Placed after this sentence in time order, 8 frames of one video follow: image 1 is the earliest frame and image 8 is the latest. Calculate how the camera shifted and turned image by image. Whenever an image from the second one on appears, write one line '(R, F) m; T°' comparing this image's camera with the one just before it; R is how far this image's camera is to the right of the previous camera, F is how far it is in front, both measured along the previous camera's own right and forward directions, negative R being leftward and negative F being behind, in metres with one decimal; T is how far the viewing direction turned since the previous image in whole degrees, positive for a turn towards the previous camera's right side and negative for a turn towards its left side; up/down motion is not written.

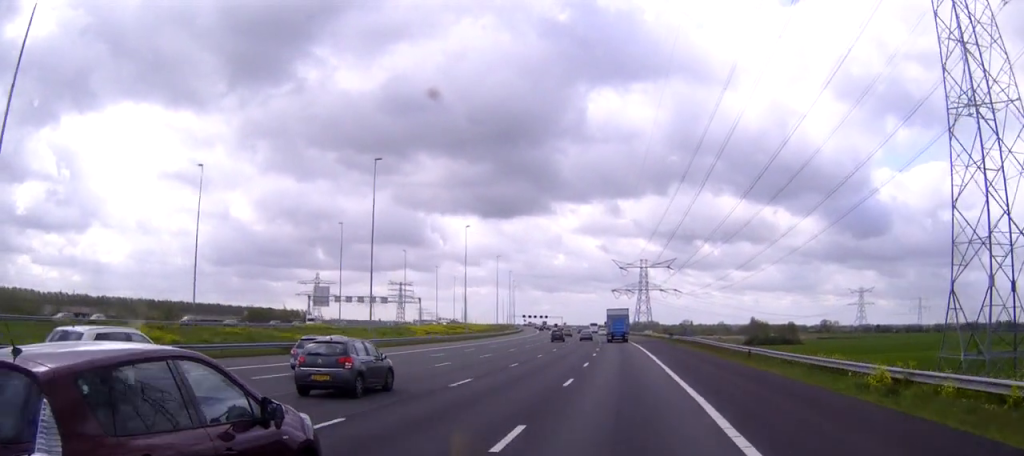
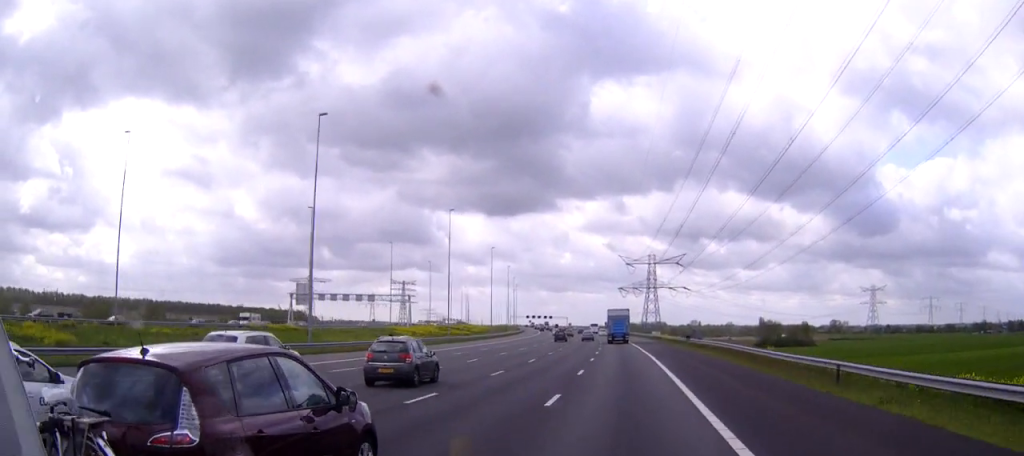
(-0.1, +16.8) m; 0°
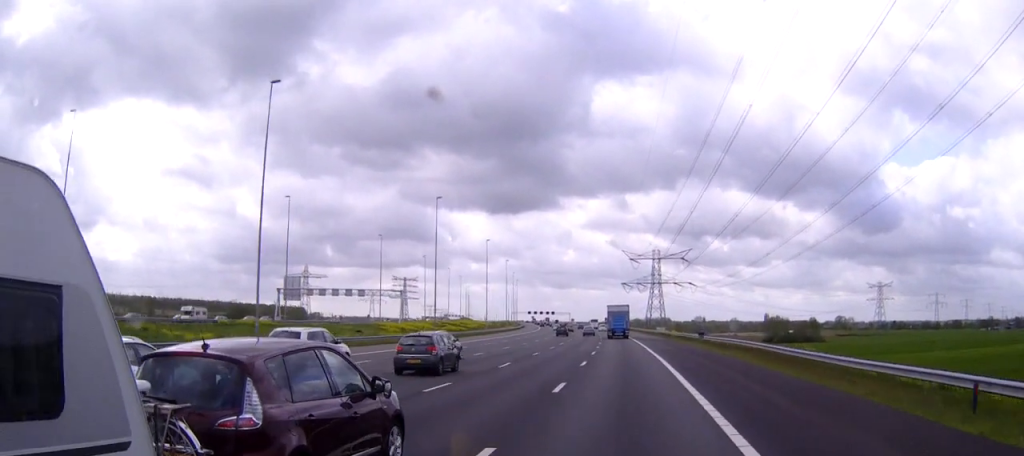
(0.0, +10.1) m; 0°
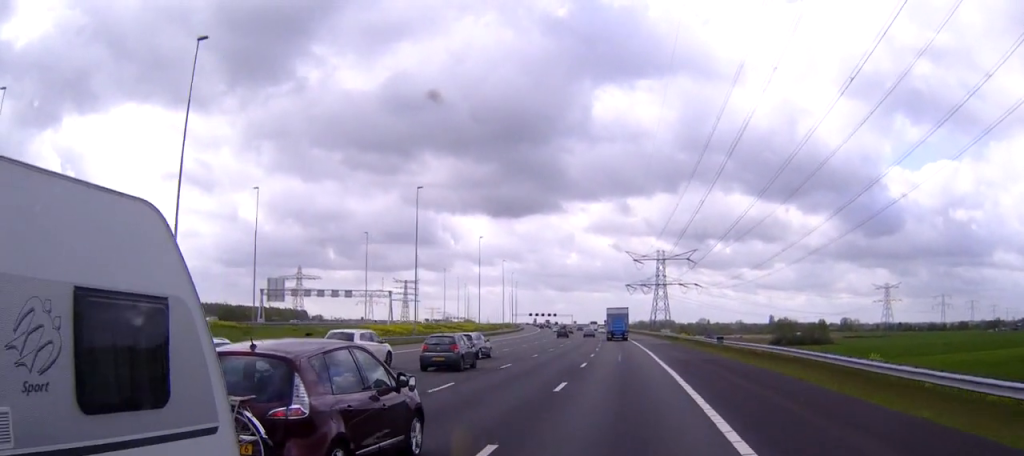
(0.0, +11.4) m; 0°
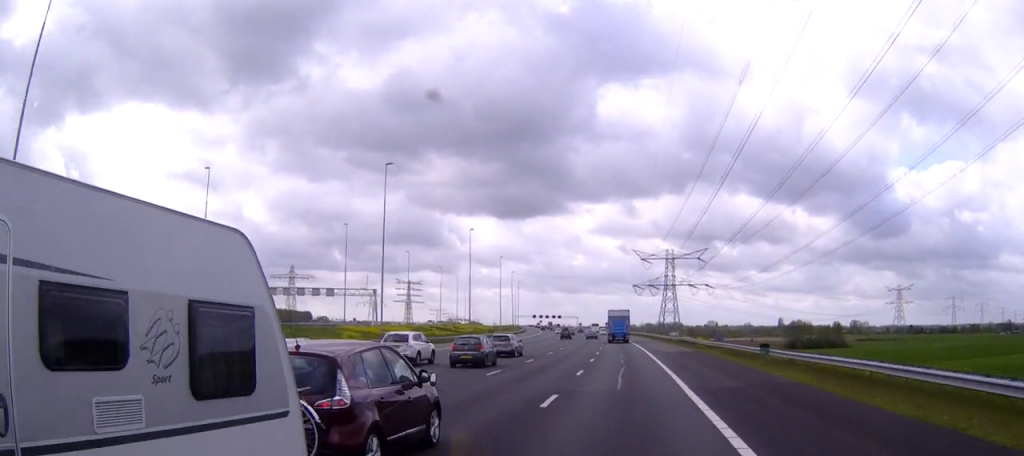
(0.0, +15.5) m; -1°
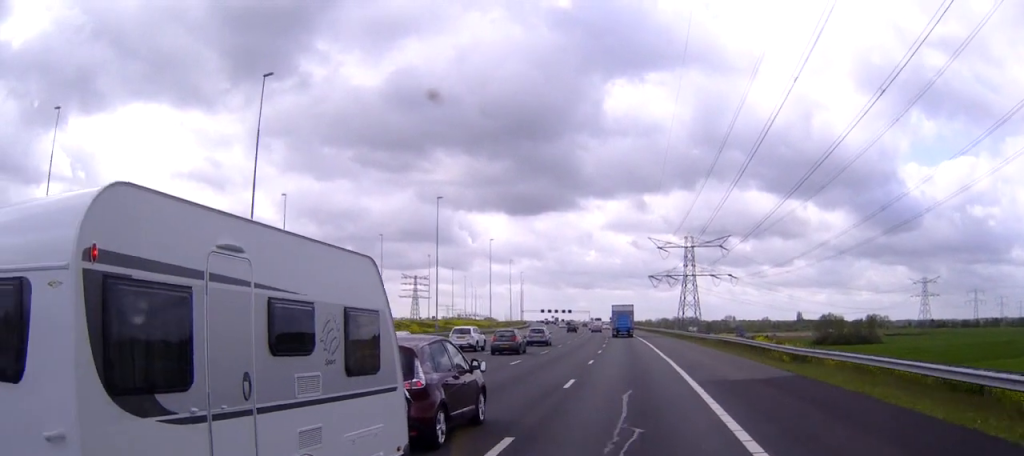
(-0.3, +31.9) m; -1°
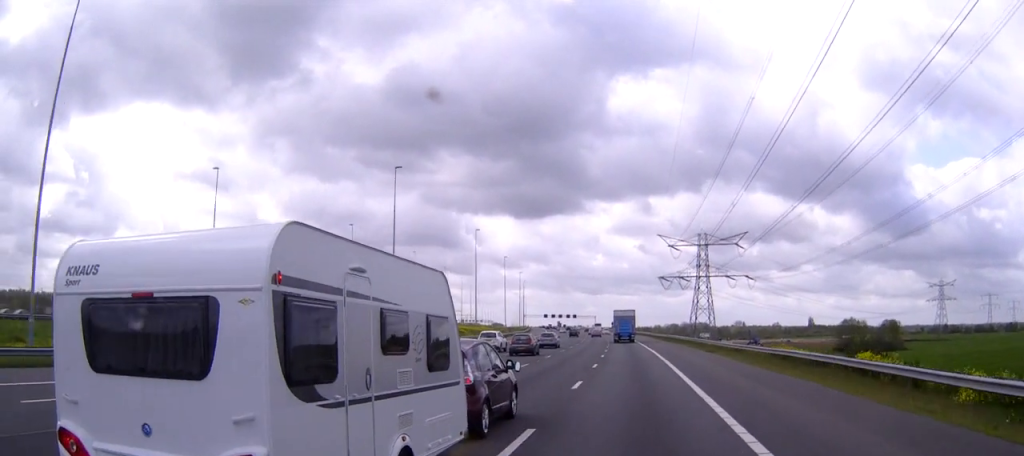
(-0.1, +22.6) m; -1°
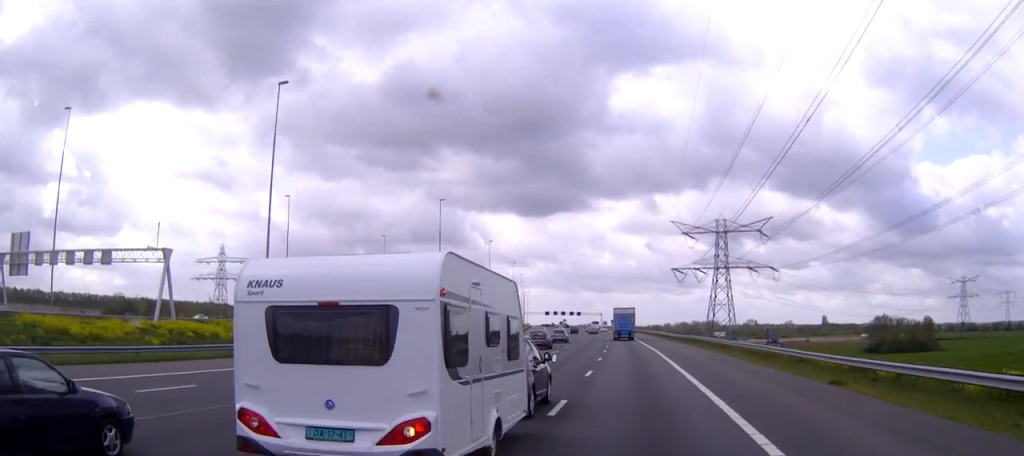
(-0.2, +31.7) m; -1°
